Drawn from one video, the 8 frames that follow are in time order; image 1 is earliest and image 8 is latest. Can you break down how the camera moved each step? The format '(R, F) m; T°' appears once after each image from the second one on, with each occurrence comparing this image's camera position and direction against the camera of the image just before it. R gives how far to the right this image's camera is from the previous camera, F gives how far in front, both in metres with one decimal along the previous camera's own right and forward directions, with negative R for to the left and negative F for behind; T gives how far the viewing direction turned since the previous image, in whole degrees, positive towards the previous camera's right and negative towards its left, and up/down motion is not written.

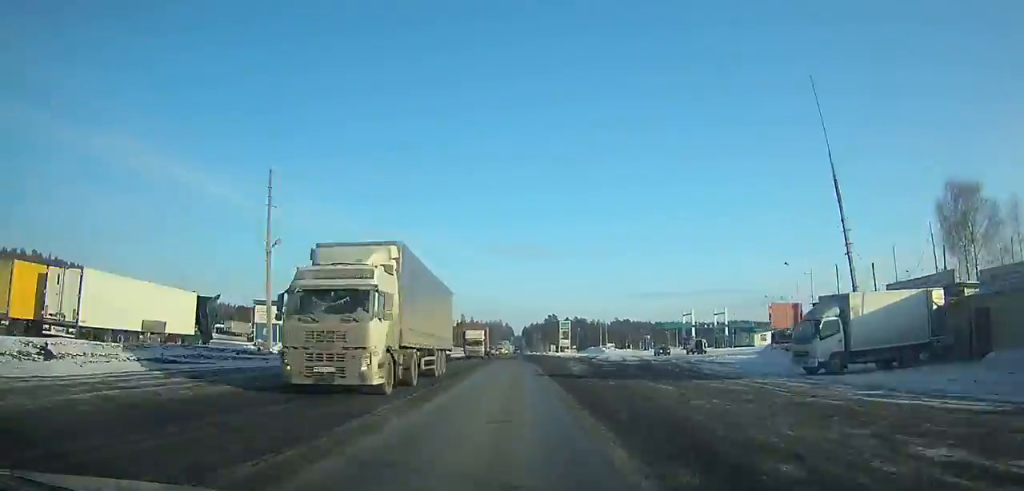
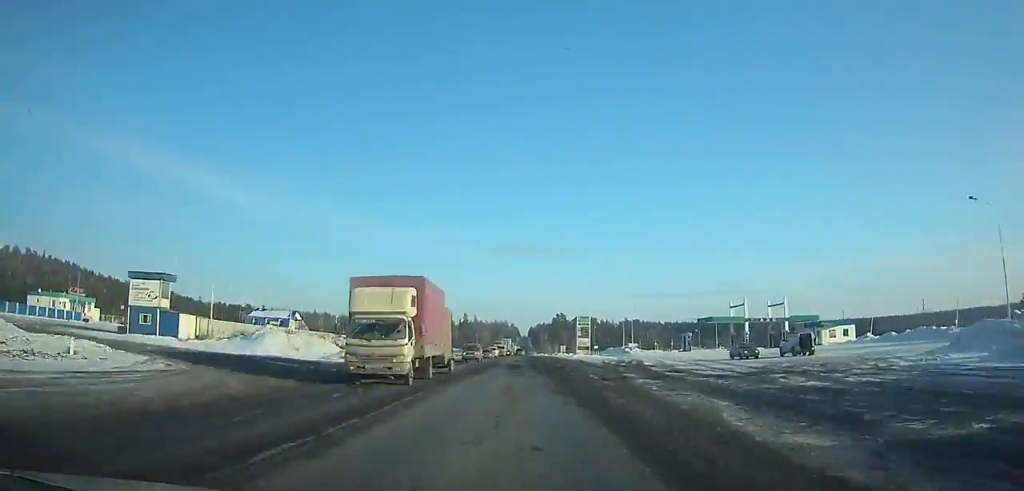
(-1.3, +27.0) m; -1°
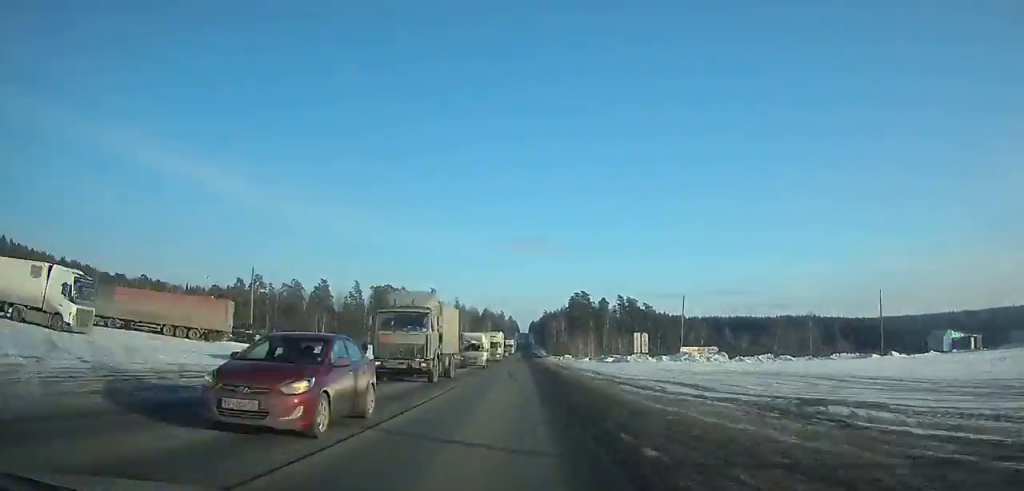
(+2.8, +175.0) m; 0°
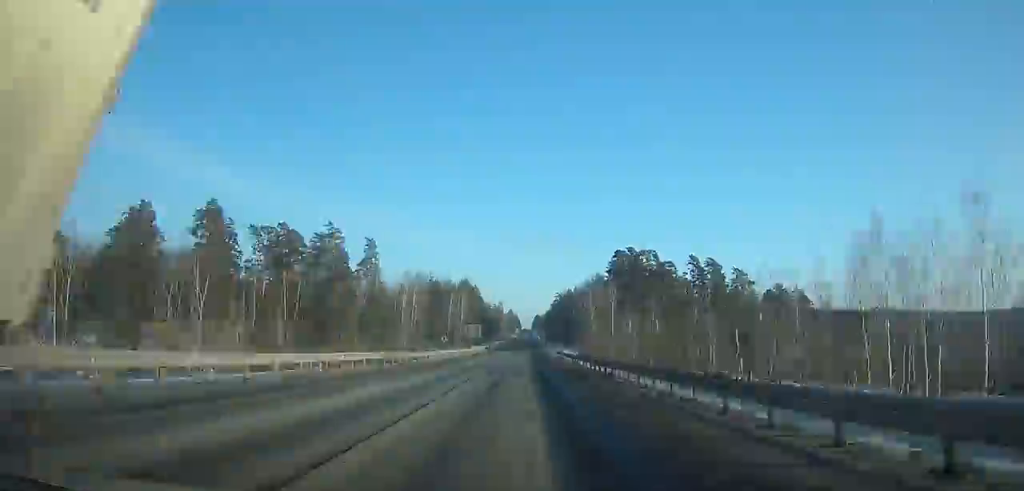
(0.0, +126.9) m; 0°
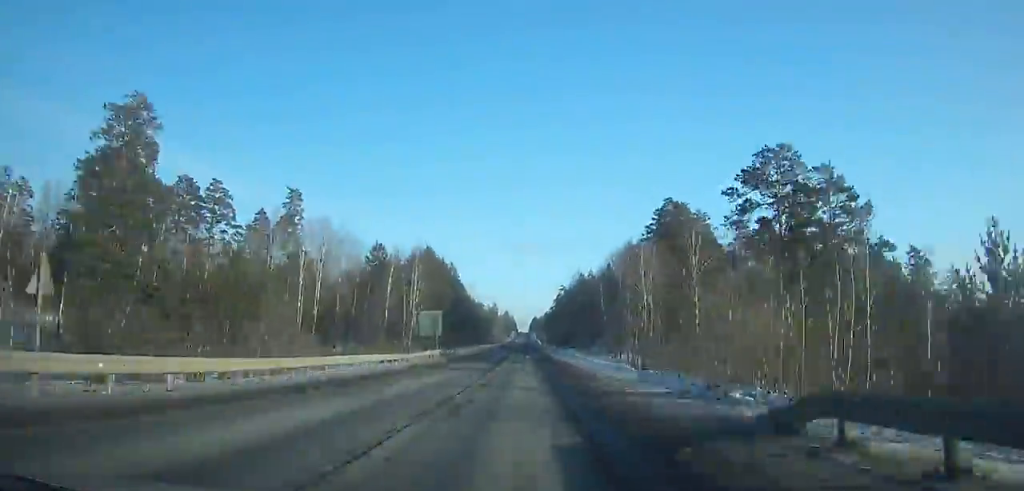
(+0.2, +56.1) m; 0°
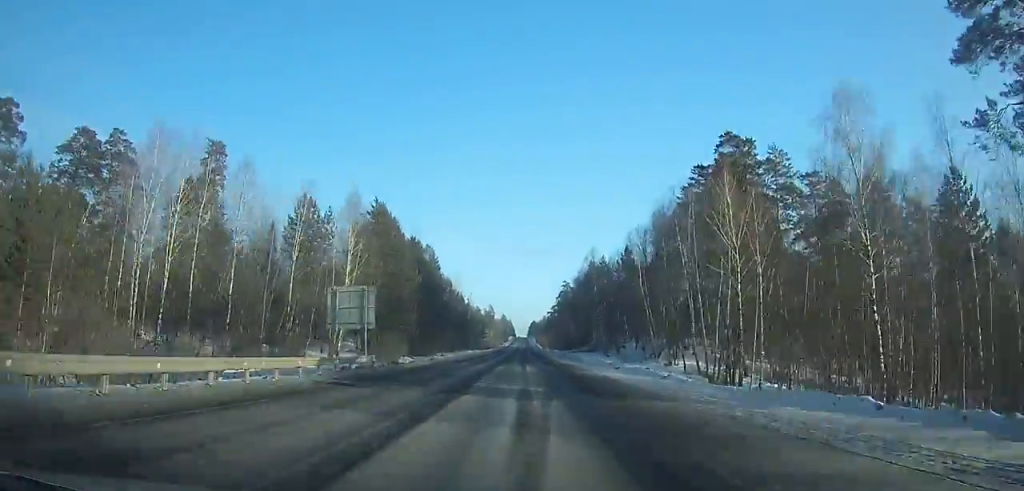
(+0.1, +30.8) m; 0°
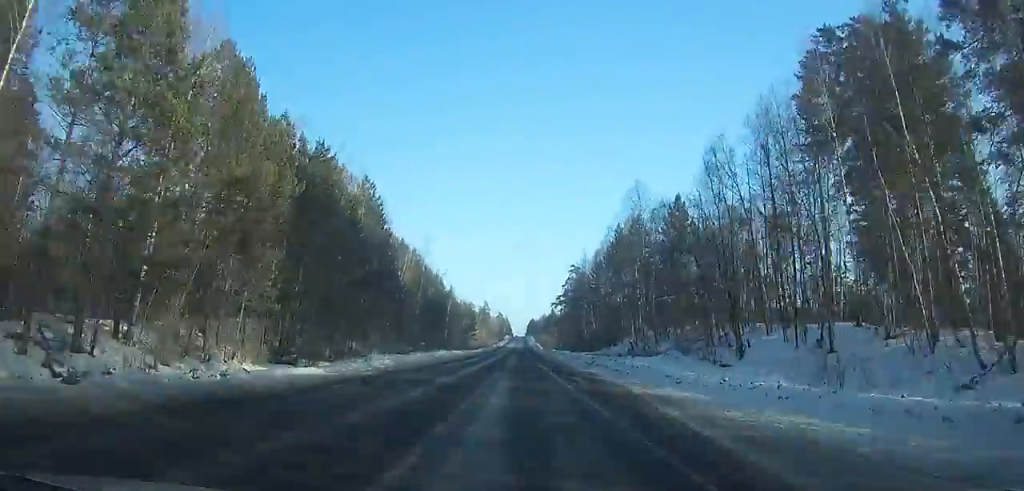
(0.0, +40.9) m; 0°
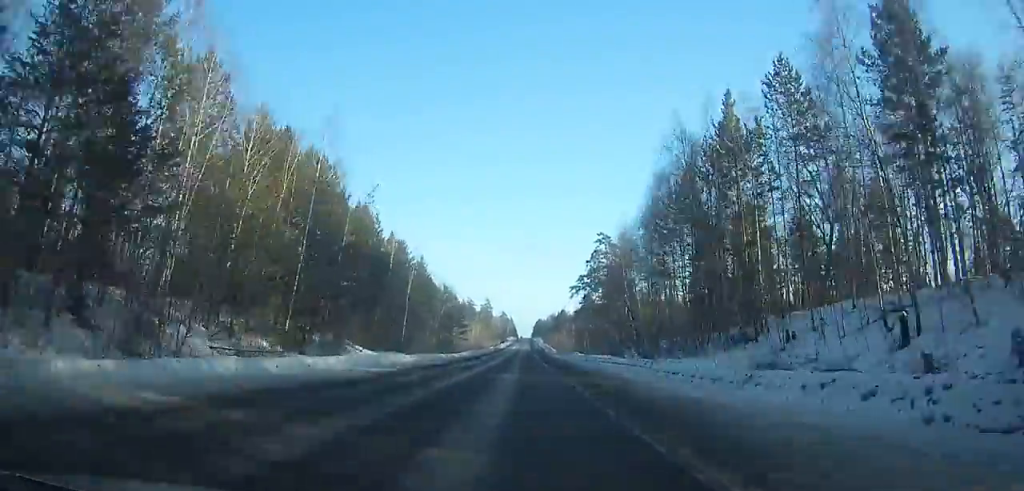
(0.0, +50.9) m; 0°
